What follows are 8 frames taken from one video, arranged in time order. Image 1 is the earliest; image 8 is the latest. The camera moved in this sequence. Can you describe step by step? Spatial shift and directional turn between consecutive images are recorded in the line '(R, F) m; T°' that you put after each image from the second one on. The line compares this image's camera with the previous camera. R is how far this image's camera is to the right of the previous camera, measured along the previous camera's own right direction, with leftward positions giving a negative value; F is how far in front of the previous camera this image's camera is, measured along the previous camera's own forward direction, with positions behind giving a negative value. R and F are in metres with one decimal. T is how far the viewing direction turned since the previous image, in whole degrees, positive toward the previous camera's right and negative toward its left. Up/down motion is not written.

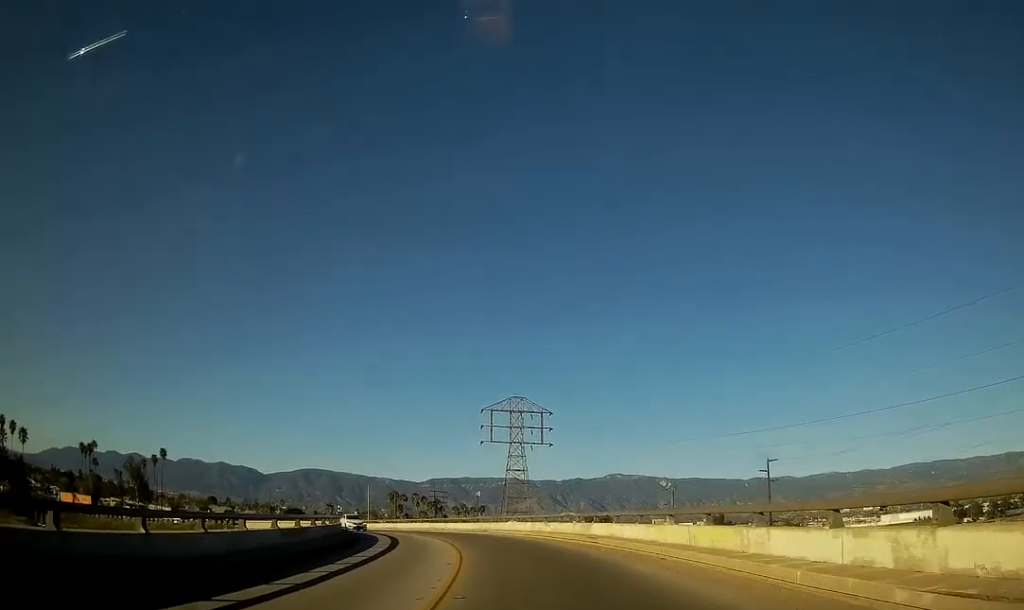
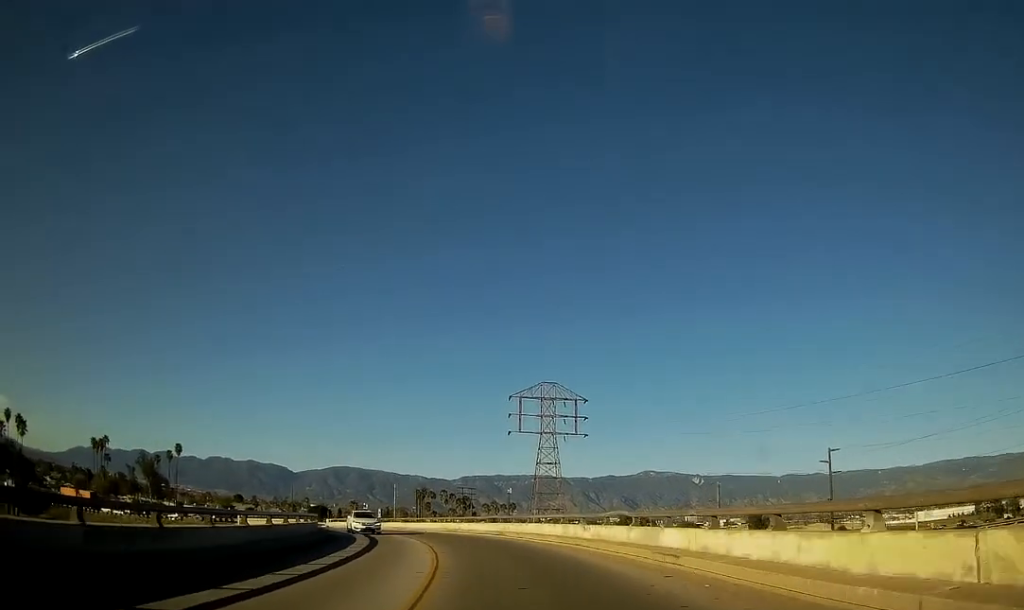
(-0.7, +11.0) m; -4°
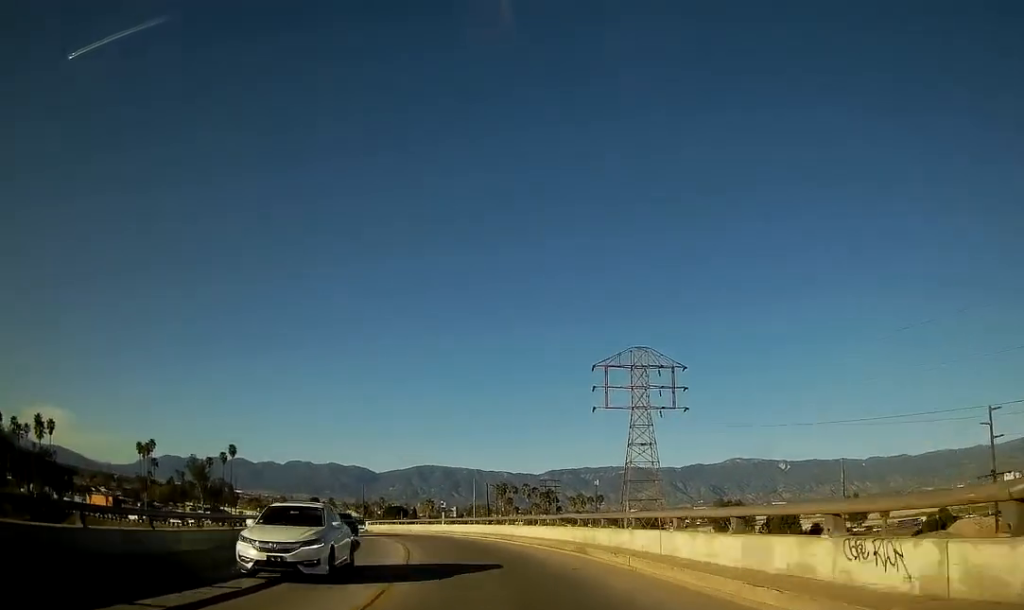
(-1.1, +17.7) m; -7°
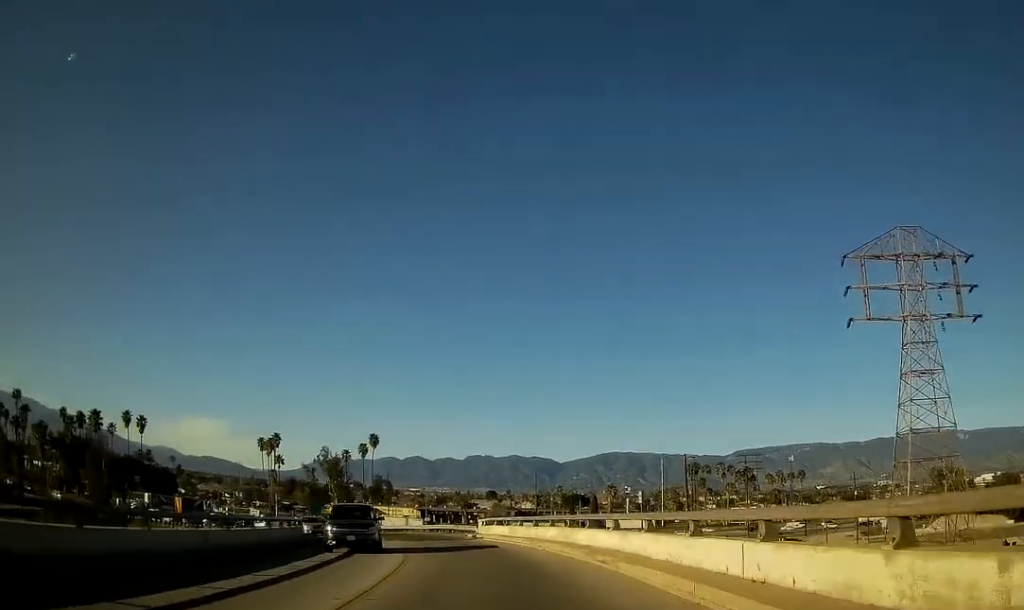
(-3.5, +31.8) m; -12°
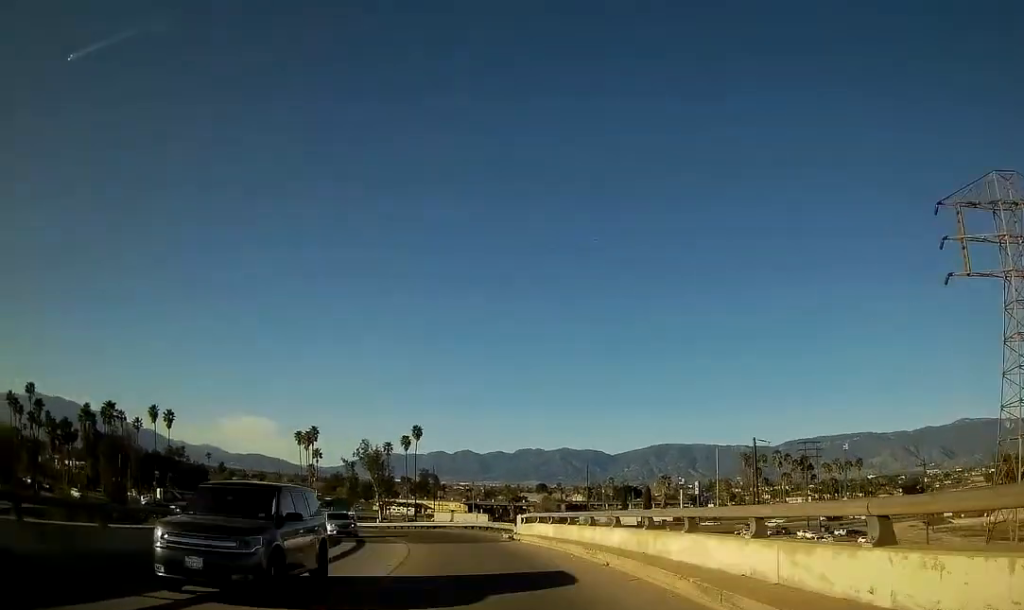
(-0.1, +8.4) m; -4°
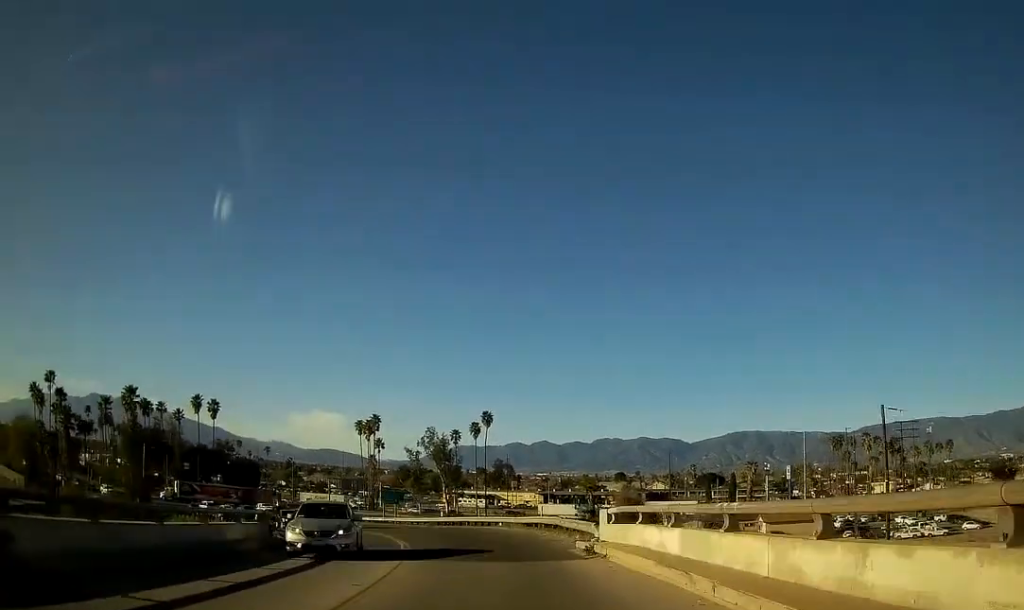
(-0.8, +13.4) m; -7°
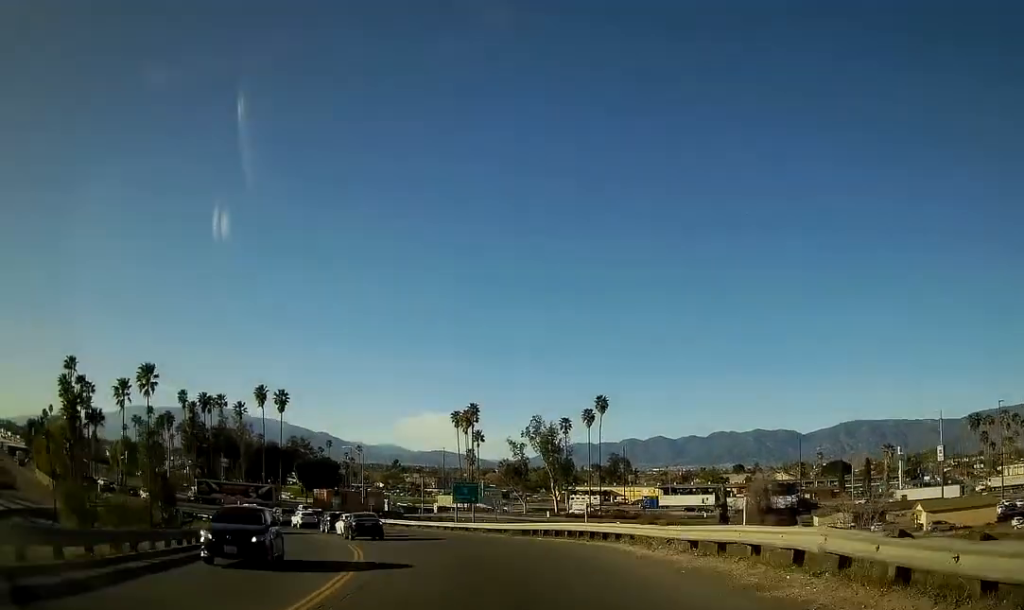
(-2.6, +22.0) m; -11°
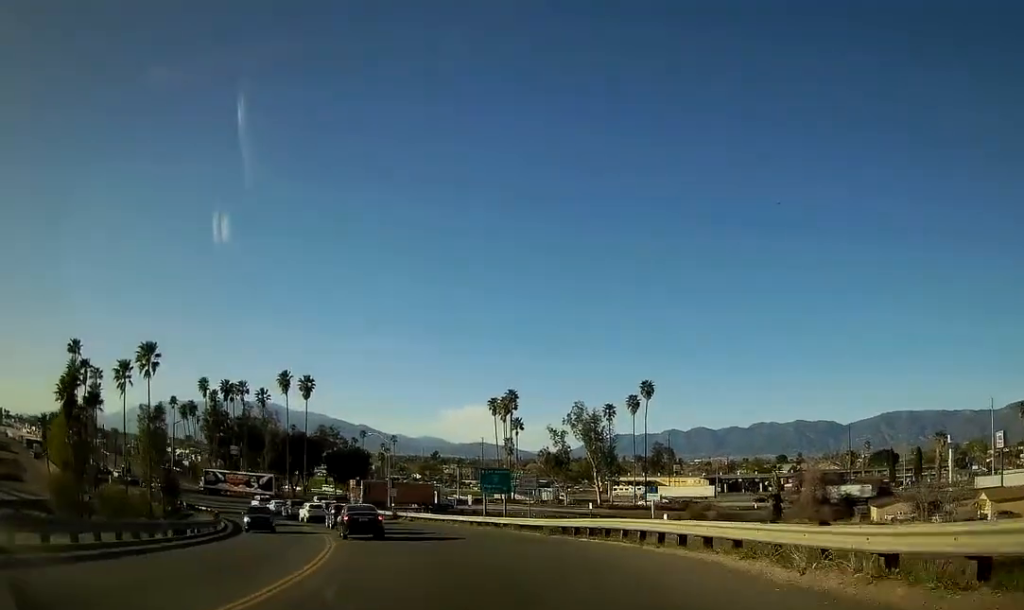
(-0.2, +8.7) m; 0°
